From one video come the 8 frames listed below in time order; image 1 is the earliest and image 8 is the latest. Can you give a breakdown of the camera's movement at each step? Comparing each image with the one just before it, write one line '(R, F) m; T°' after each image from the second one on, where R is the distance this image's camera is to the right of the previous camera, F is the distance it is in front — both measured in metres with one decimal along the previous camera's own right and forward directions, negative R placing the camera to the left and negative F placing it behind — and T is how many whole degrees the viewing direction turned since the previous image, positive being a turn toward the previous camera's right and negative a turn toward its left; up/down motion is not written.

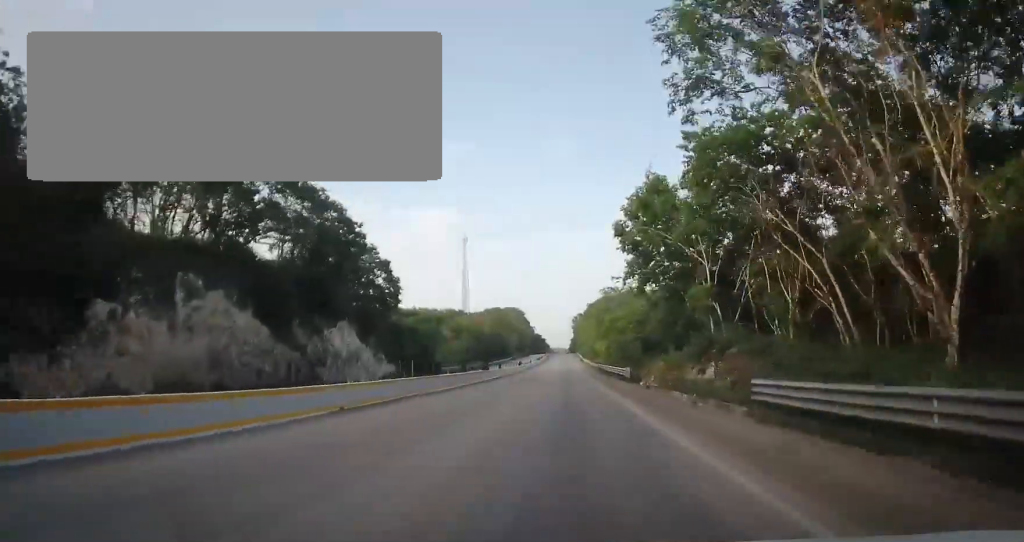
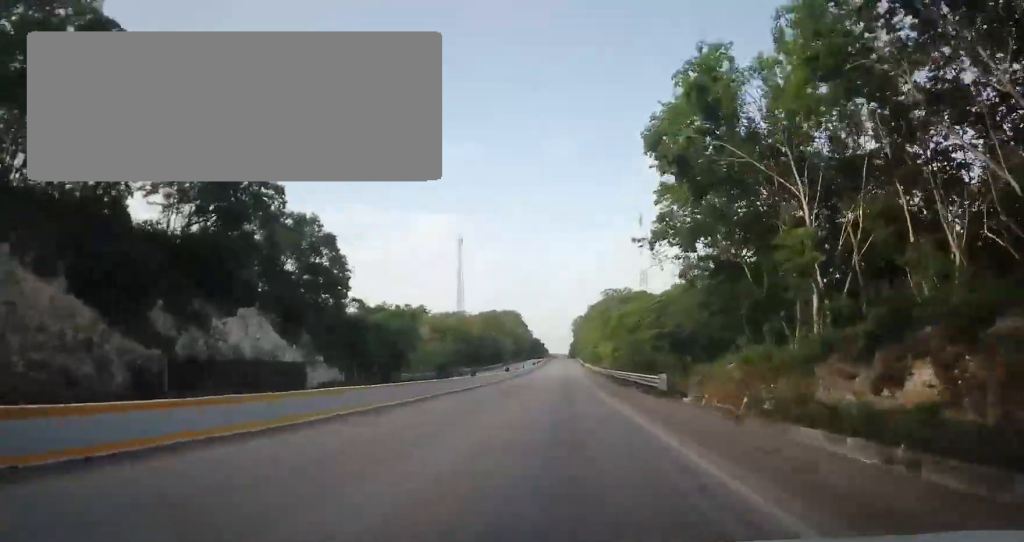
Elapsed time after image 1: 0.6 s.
(+0.2, +16.7) m; 0°
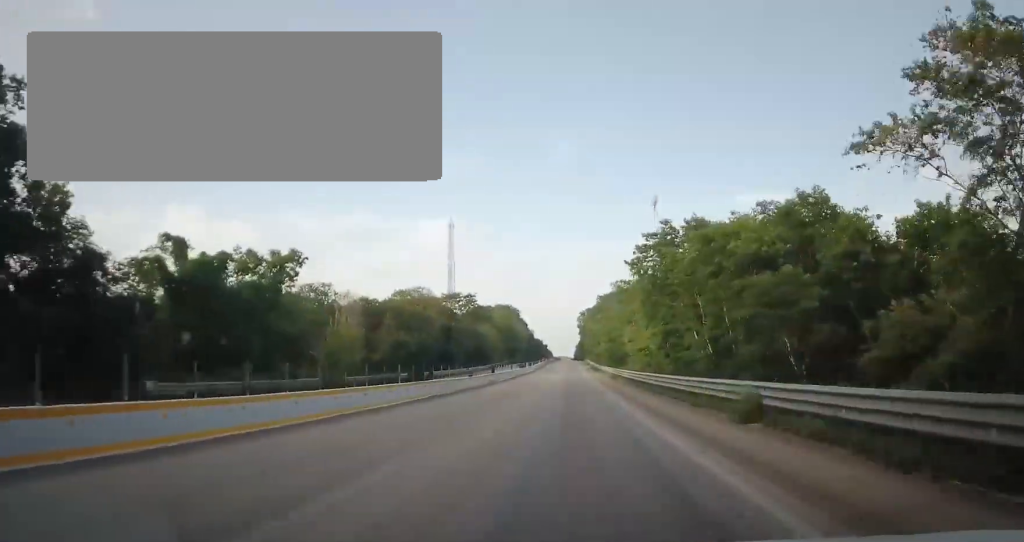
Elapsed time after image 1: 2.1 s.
(+0.2, +42.2) m; 0°
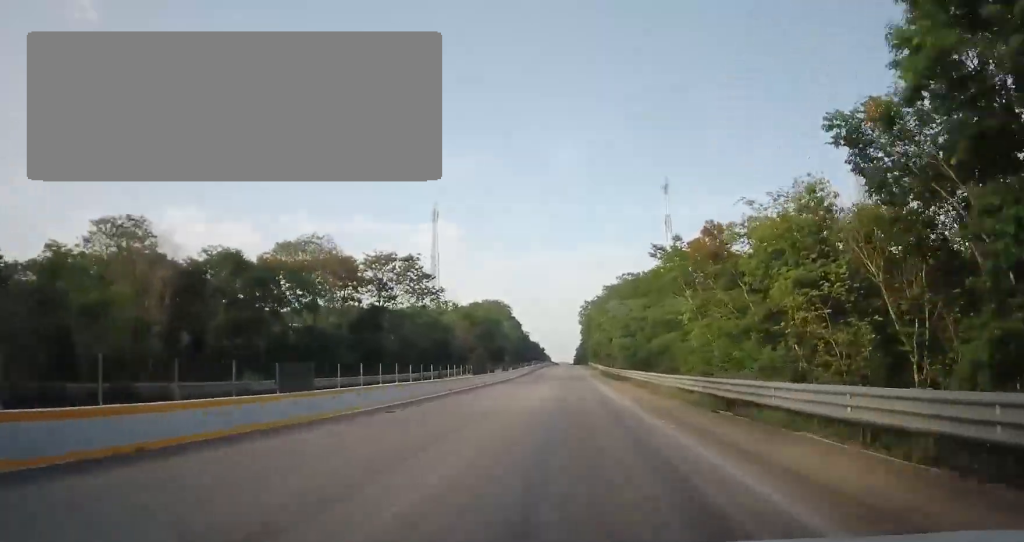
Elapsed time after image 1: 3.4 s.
(+0.1, +38.0) m; +1°
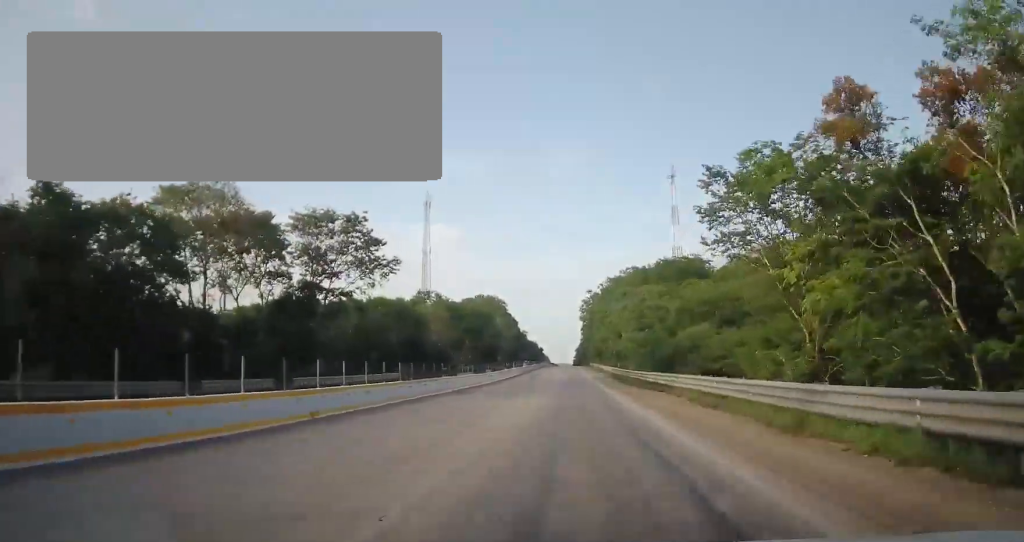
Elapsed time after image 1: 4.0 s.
(+0.2, +17.4) m; +1°
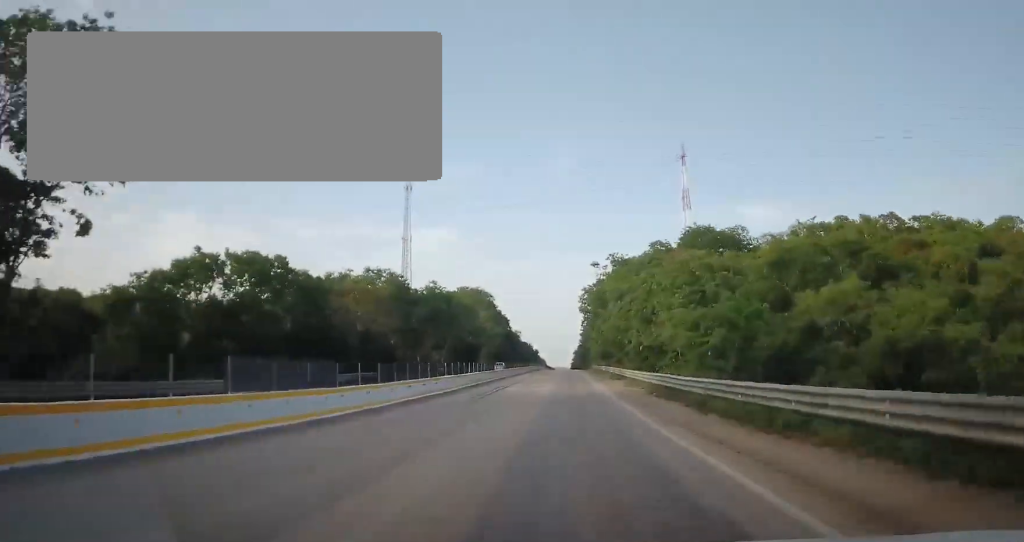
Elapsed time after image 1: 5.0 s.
(0.0, +30.0) m; 0°
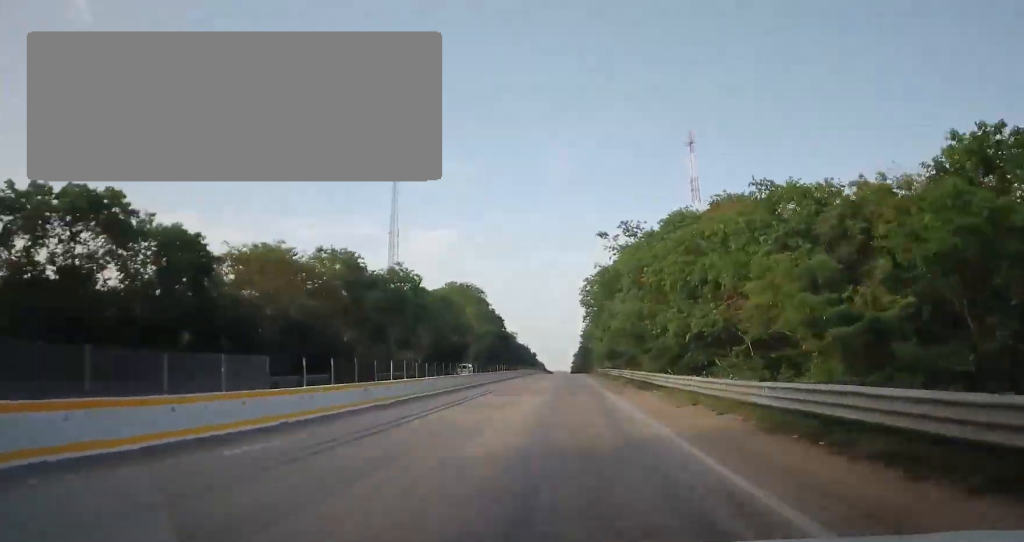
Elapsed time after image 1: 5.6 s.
(0.0, +17.9) m; 0°
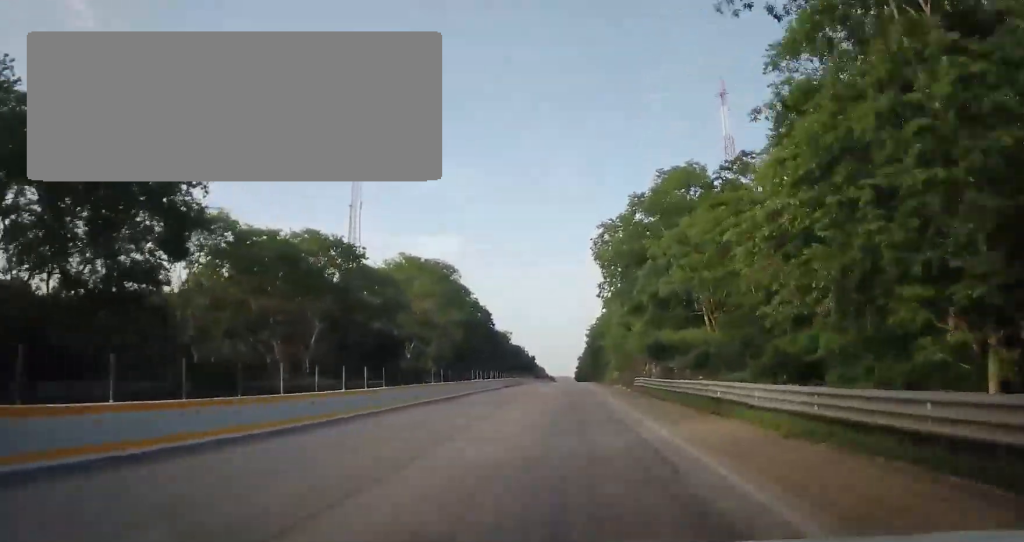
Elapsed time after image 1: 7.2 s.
(-0.1, +45.0) m; -2°
